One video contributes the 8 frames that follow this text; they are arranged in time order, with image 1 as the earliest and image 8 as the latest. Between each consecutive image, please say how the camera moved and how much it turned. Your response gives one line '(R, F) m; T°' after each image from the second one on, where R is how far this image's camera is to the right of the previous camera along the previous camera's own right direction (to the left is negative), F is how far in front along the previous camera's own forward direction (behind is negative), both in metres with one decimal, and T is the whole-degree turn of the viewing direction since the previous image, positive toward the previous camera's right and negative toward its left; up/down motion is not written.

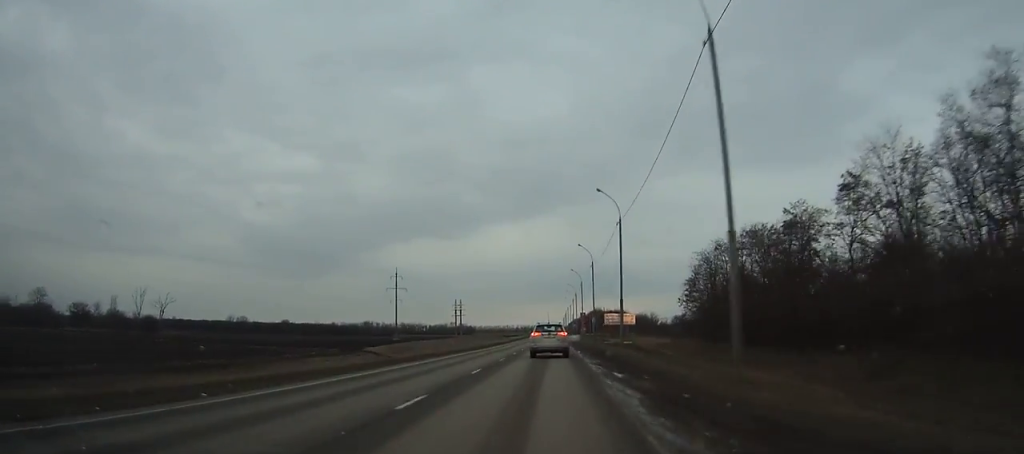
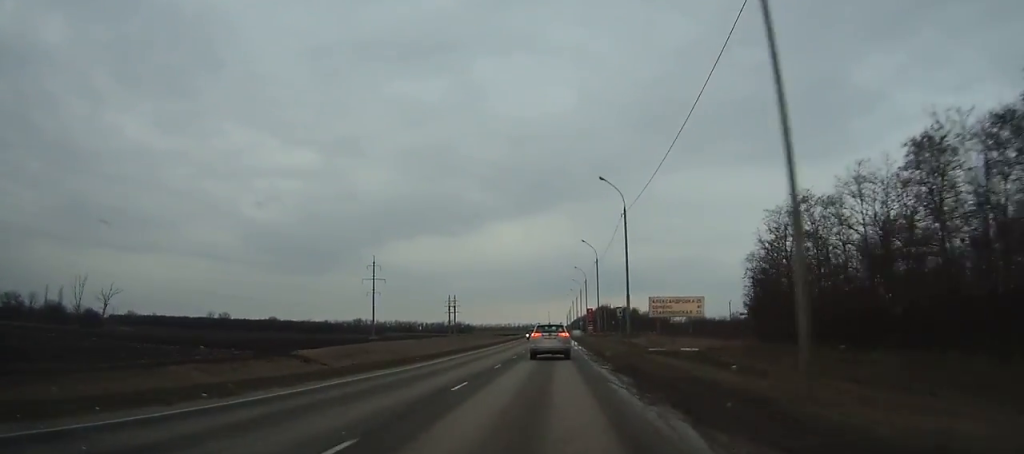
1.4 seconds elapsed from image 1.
(+0.1, +28.3) m; 0°
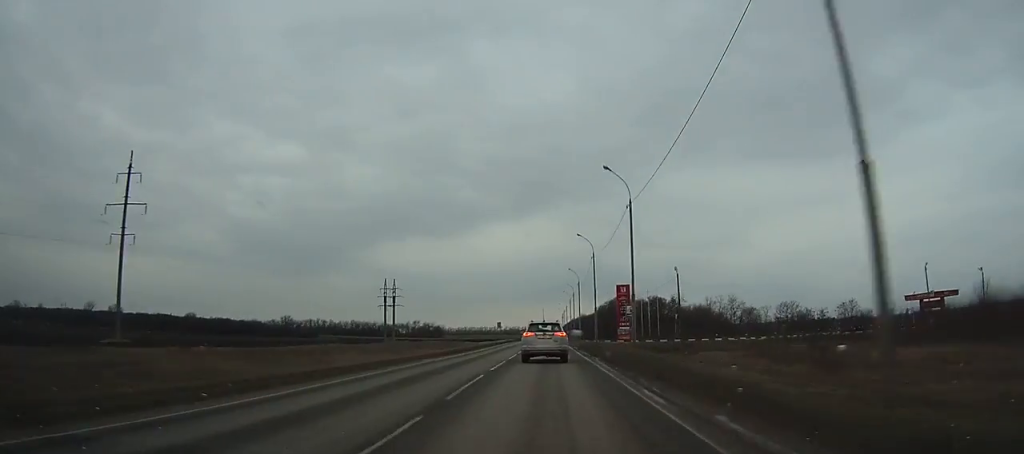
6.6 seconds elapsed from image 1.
(+0.2, +104.9) m; 0°
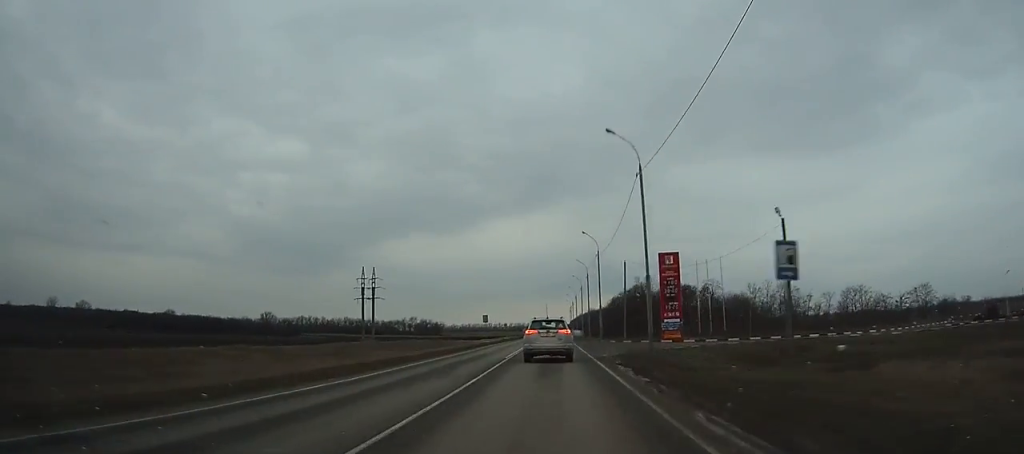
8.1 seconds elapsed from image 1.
(+0.1, +30.1) m; 0°
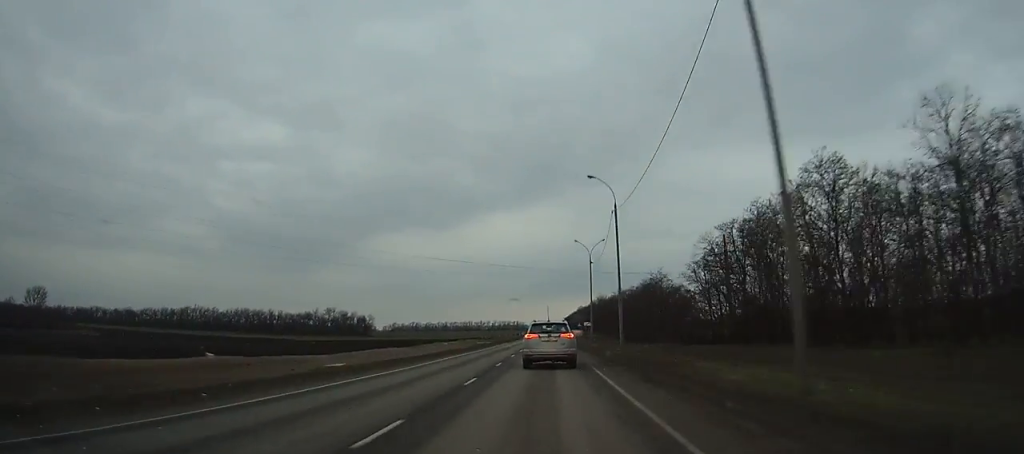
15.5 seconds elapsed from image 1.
(+0.7, +147.8) m; 0°
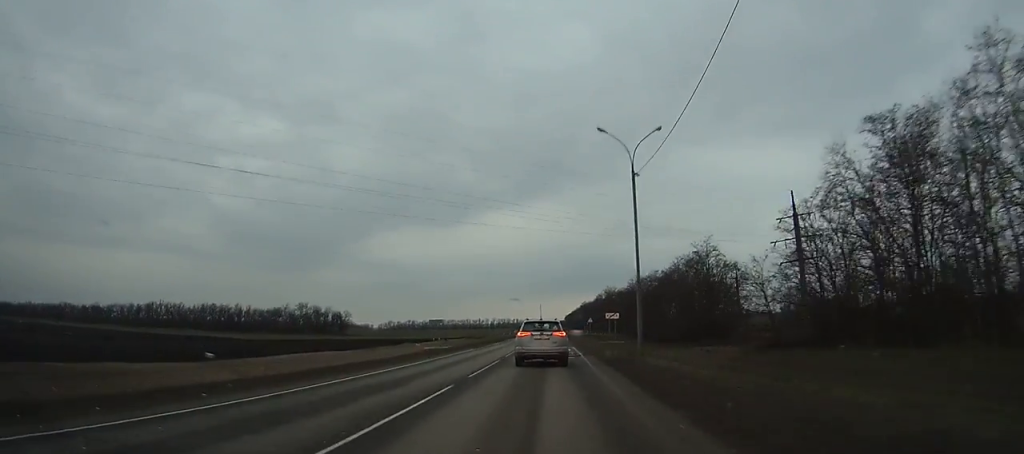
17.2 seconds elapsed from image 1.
(-0.1, +34.0) m; 0°
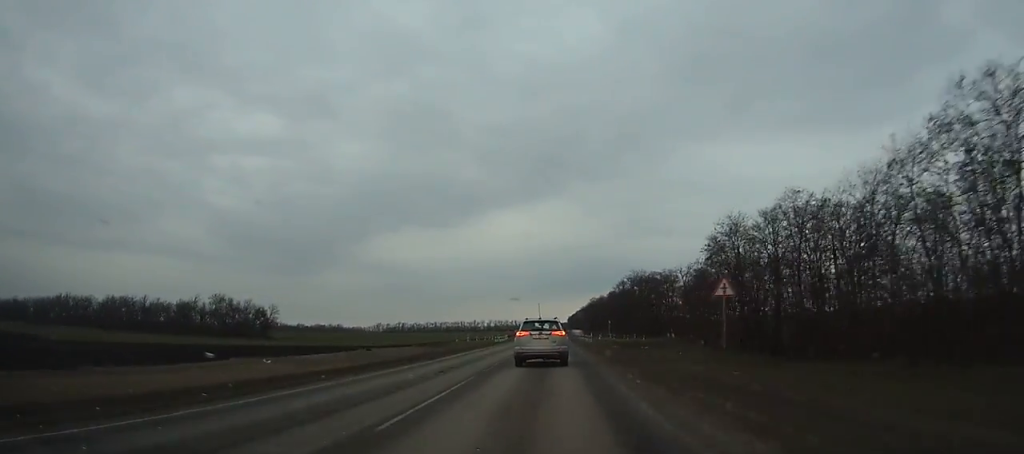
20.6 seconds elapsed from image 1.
(0.0, +68.2) m; 0°
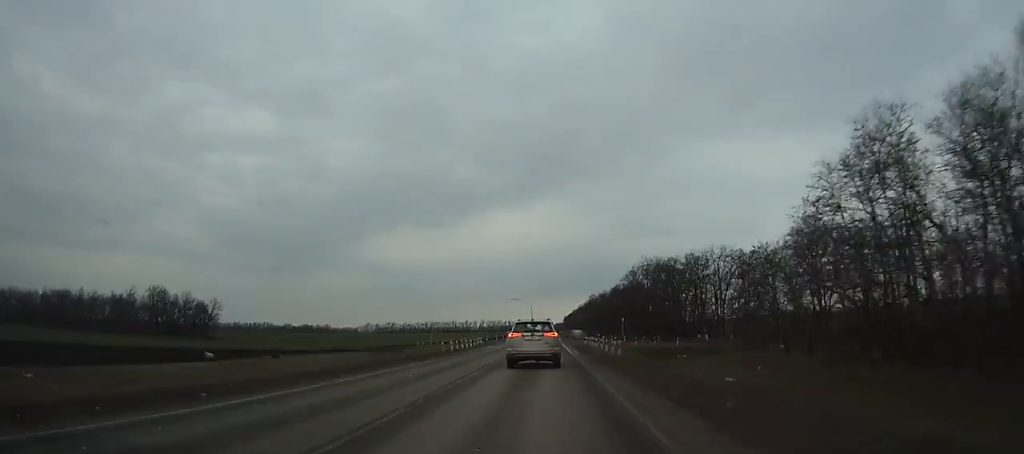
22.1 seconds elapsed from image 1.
(0.0, +30.2) m; 0°
